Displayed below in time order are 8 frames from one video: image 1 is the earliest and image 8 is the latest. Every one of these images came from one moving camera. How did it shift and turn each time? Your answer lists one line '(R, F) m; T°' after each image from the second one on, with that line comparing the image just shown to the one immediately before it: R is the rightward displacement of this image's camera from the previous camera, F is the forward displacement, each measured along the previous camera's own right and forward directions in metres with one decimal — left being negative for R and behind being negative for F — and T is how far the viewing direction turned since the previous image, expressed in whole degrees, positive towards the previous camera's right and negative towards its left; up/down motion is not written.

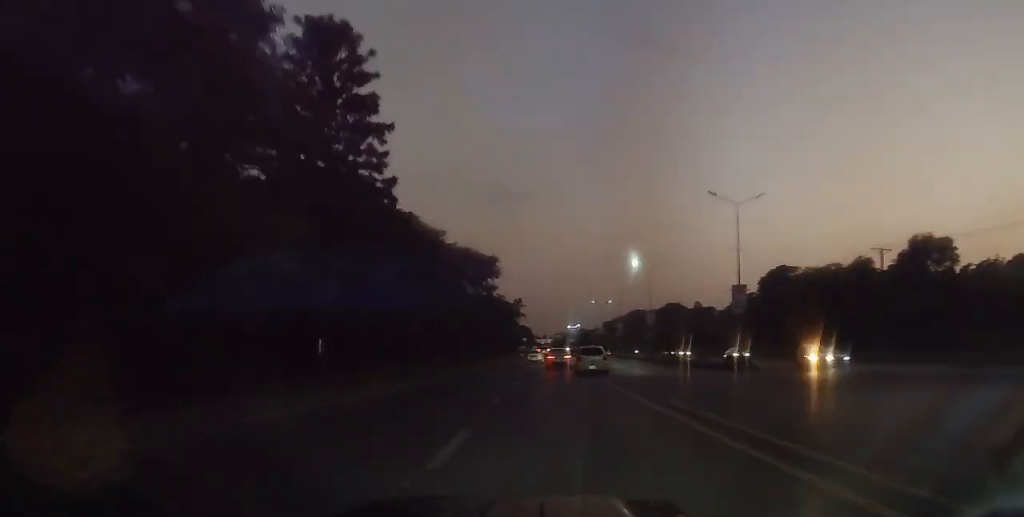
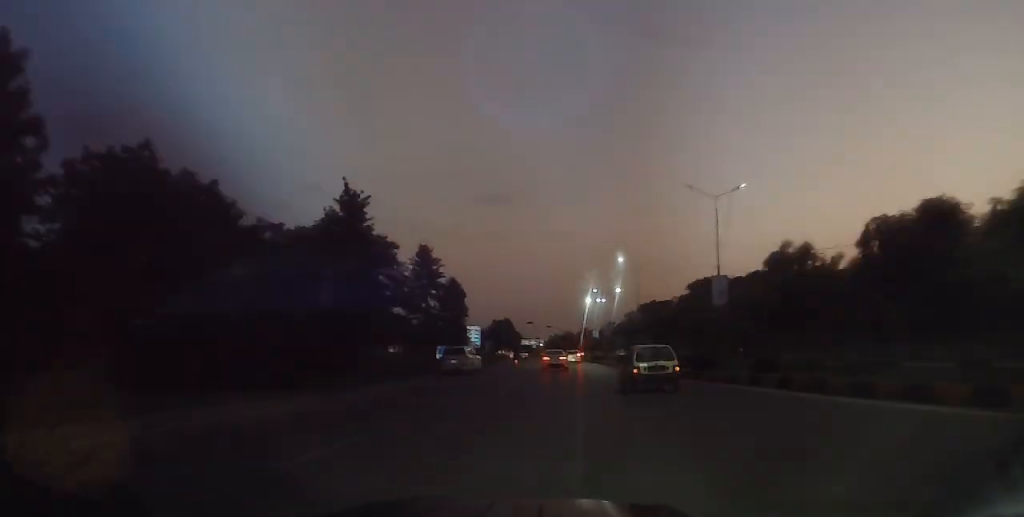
(-1.0, +144.3) m; 0°
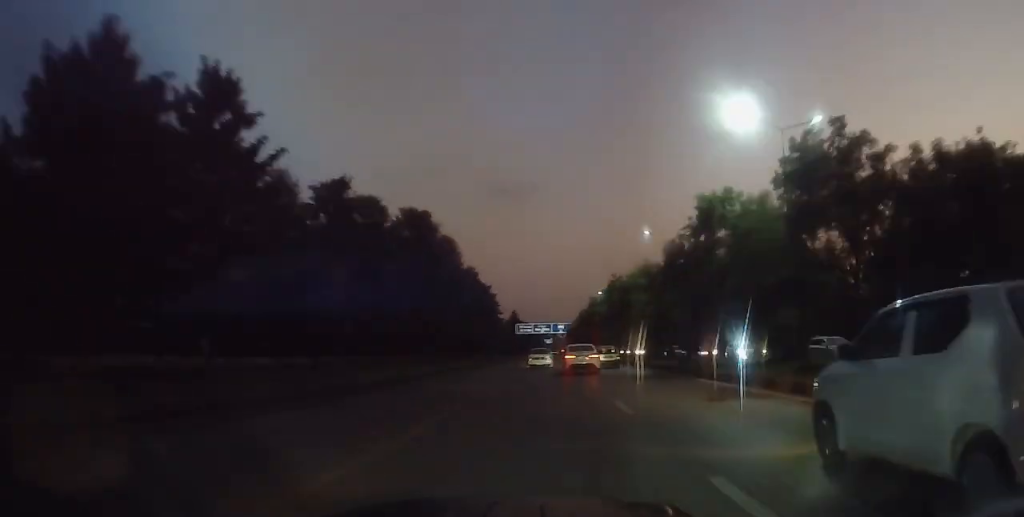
(-0.1, +166.5) m; 0°
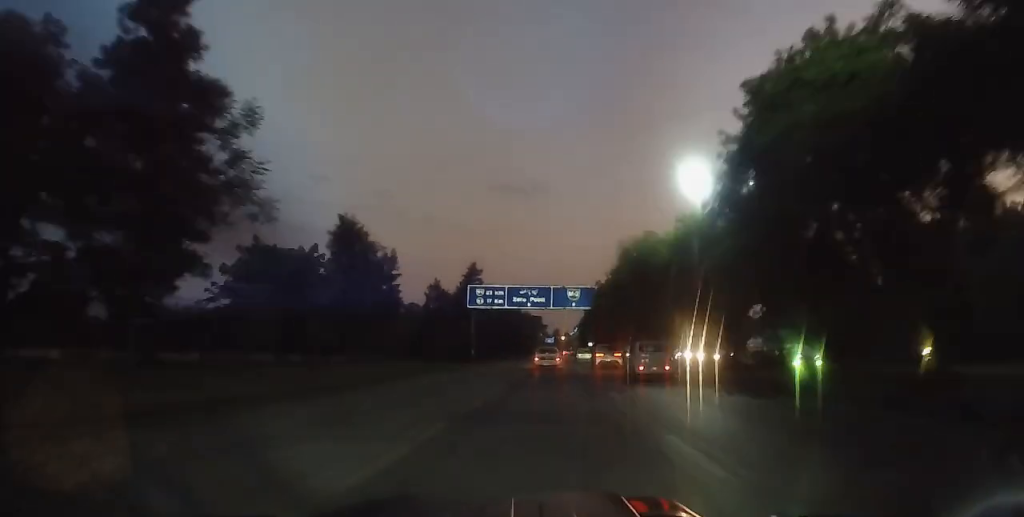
(-0.6, +87.9) m; 0°
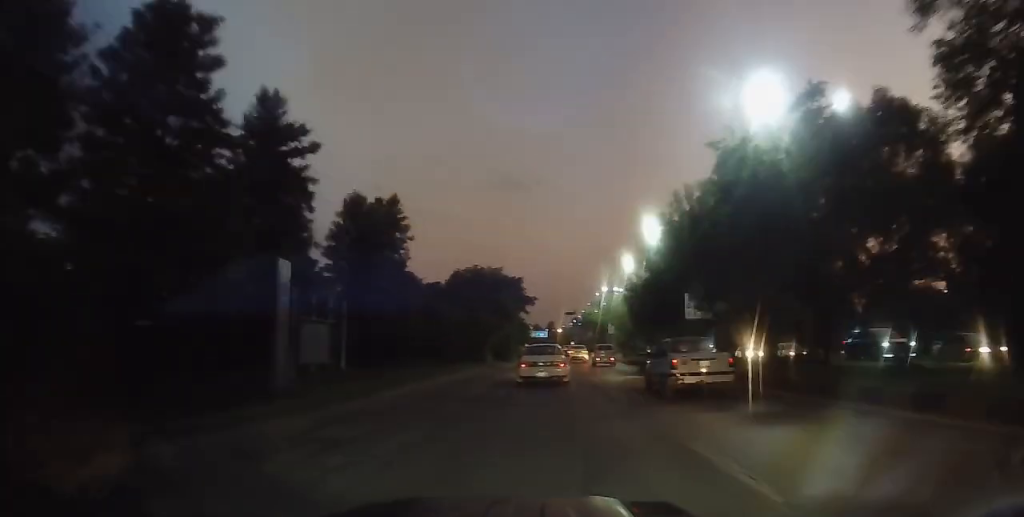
(+0.3, +79.9) m; 0°
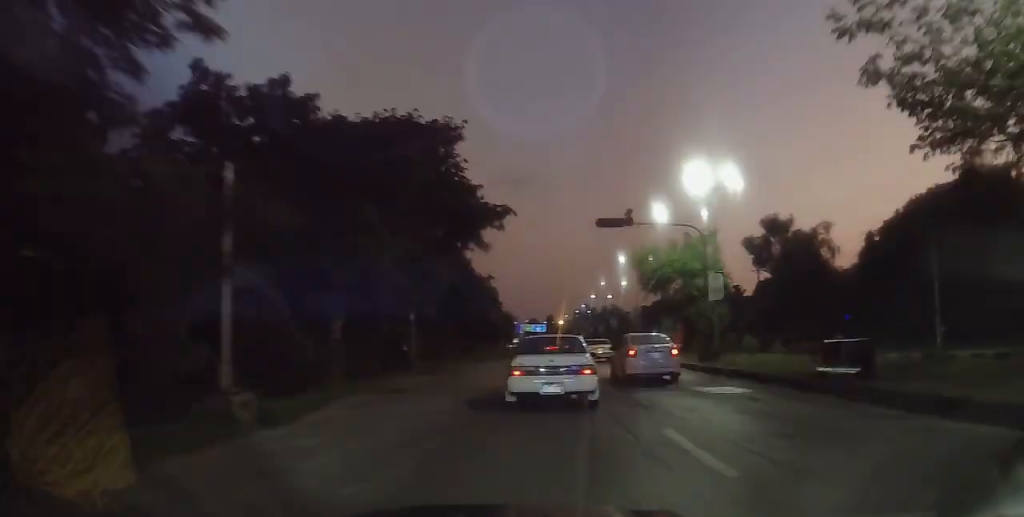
(+0.1, +55.1) m; 0°
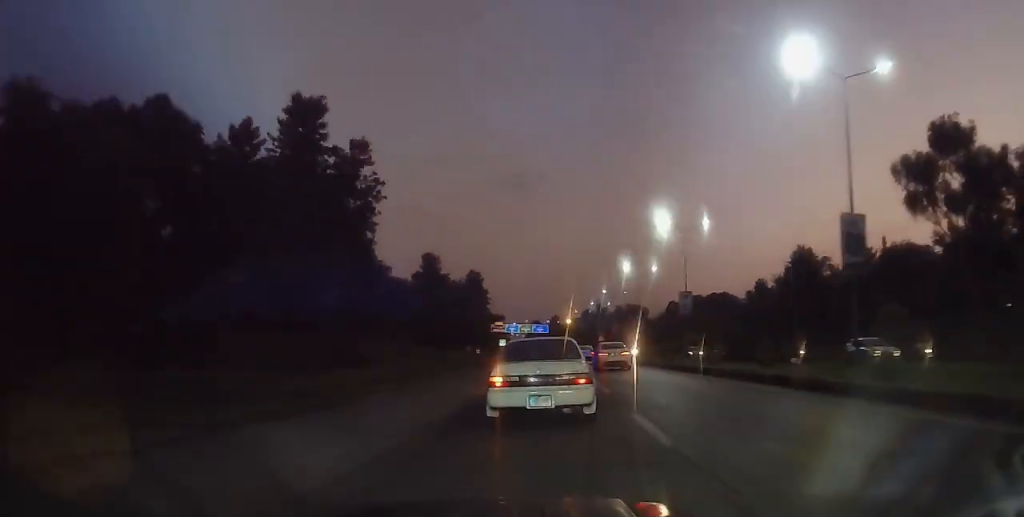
(0.0, +48.6) m; 0°
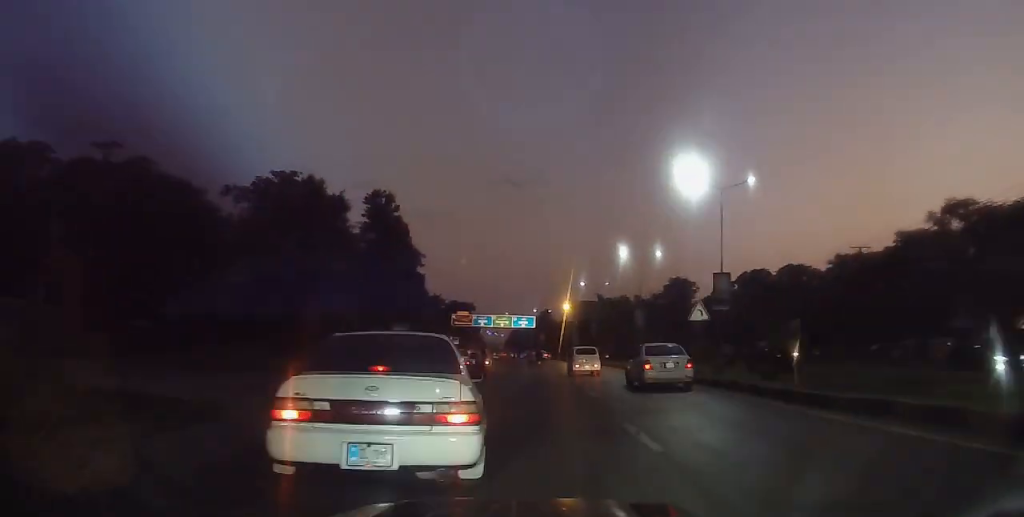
(-0.1, +68.3) m; -2°
